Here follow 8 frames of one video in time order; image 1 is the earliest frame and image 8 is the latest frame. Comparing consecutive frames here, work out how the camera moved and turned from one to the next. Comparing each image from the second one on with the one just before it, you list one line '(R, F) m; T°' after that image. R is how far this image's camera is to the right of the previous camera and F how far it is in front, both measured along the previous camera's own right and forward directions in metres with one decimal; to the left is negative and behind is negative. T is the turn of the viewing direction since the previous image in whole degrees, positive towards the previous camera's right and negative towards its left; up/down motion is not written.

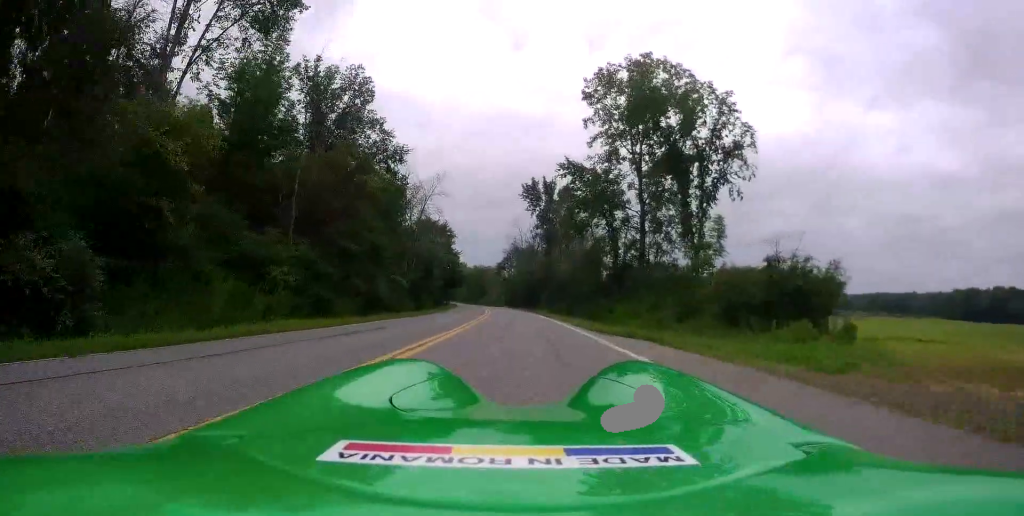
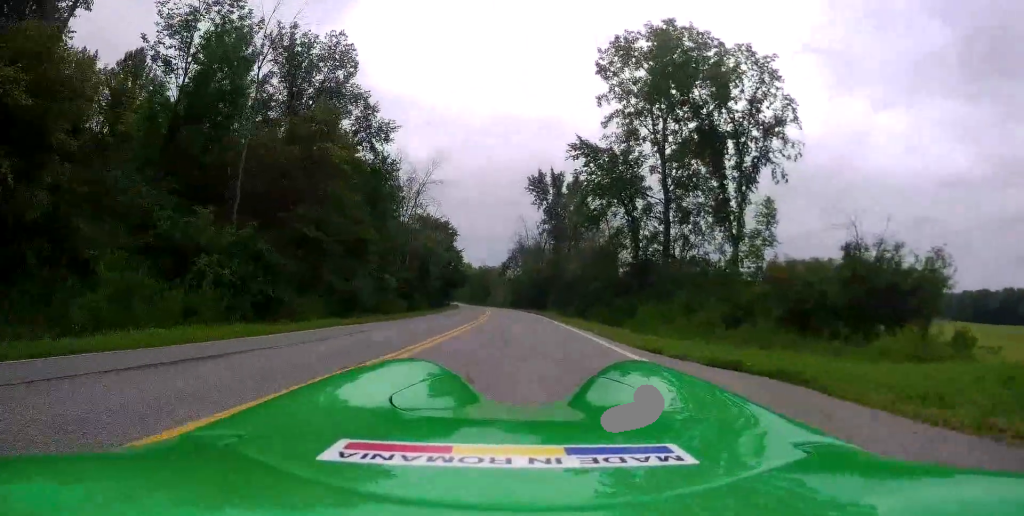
(+0.1, +6.6) m; +1°
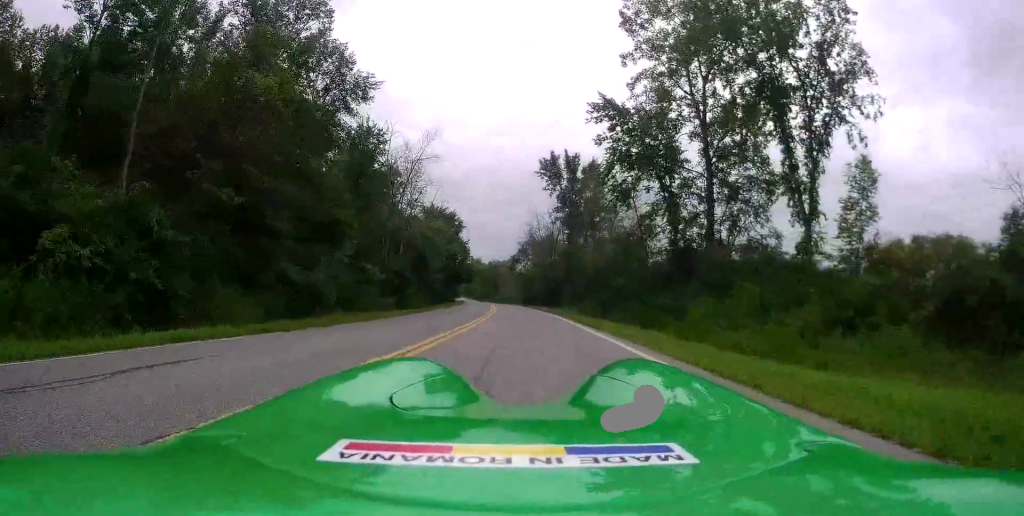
(+0.1, +7.8) m; -1°
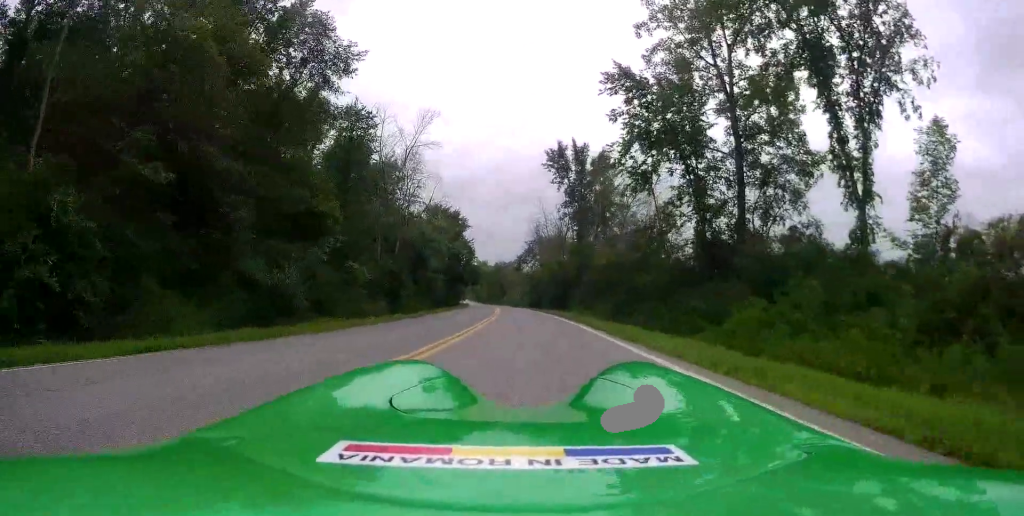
(-0.1, +3.9) m; -1°
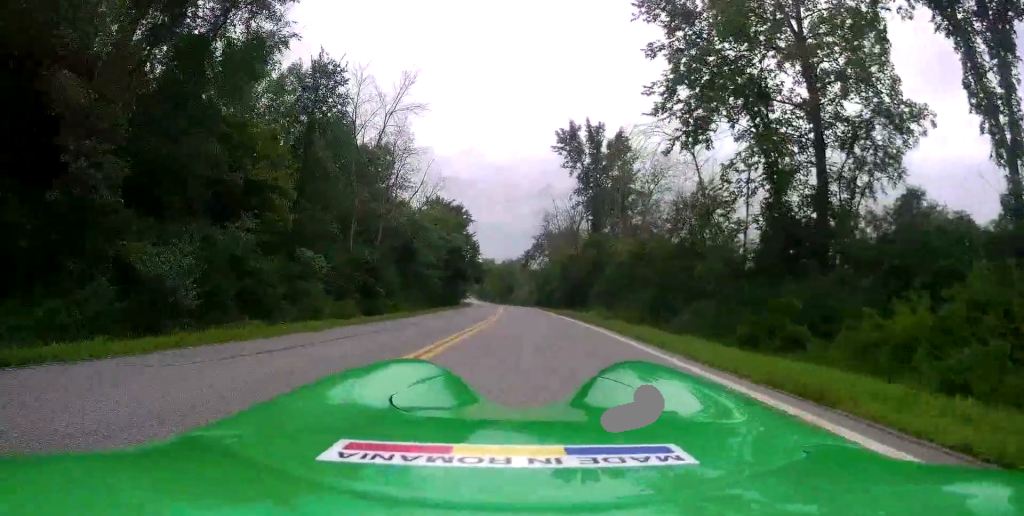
(-0.1, +7.9) m; -1°
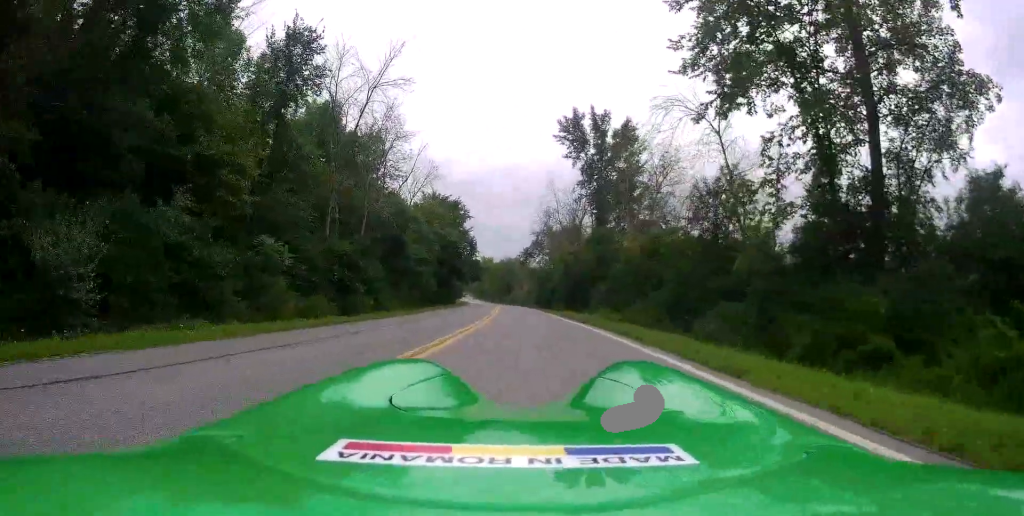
(0.0, +3.9) m; 0°
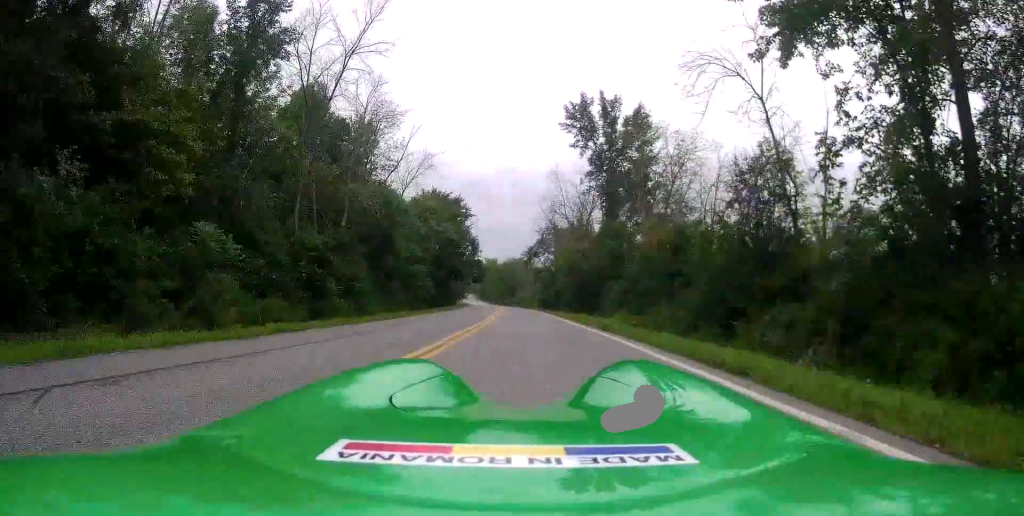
(0.0, +4.3) m; -1°
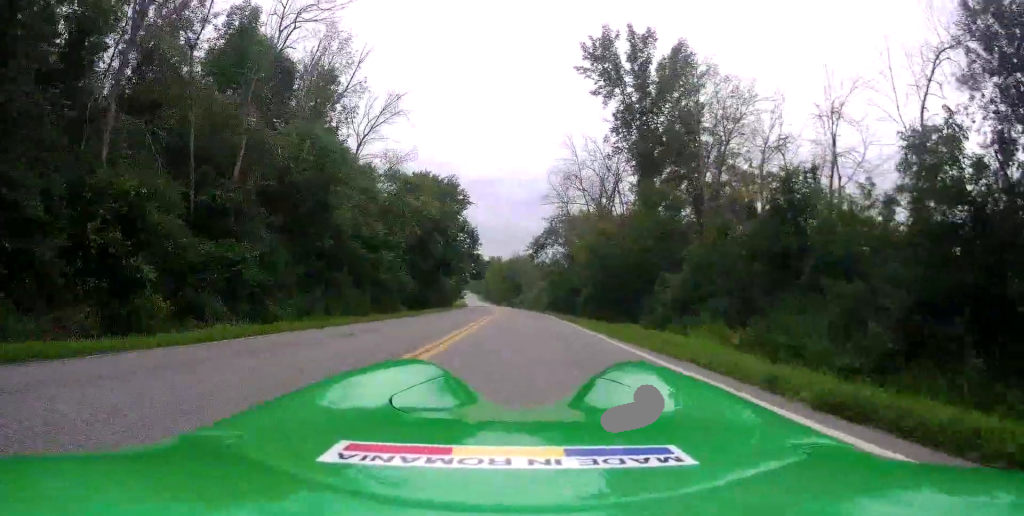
(-0.4, +12.0) m; -4°
